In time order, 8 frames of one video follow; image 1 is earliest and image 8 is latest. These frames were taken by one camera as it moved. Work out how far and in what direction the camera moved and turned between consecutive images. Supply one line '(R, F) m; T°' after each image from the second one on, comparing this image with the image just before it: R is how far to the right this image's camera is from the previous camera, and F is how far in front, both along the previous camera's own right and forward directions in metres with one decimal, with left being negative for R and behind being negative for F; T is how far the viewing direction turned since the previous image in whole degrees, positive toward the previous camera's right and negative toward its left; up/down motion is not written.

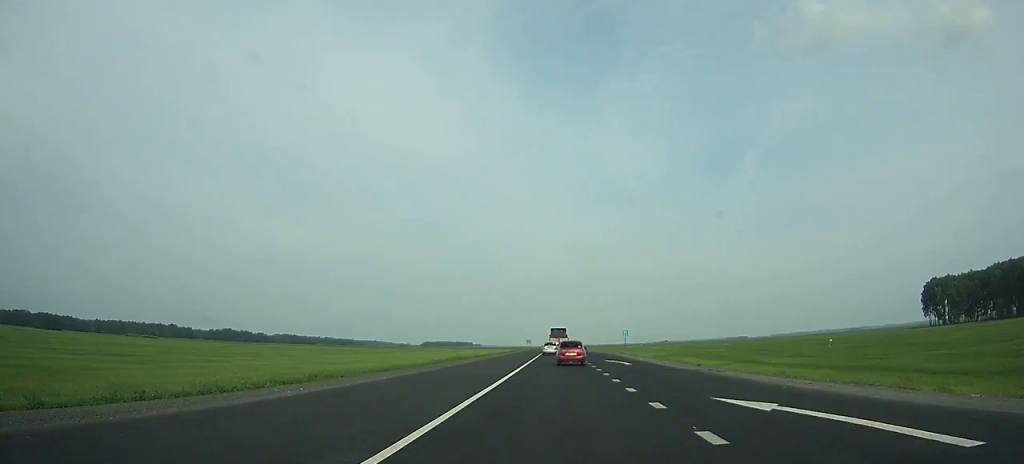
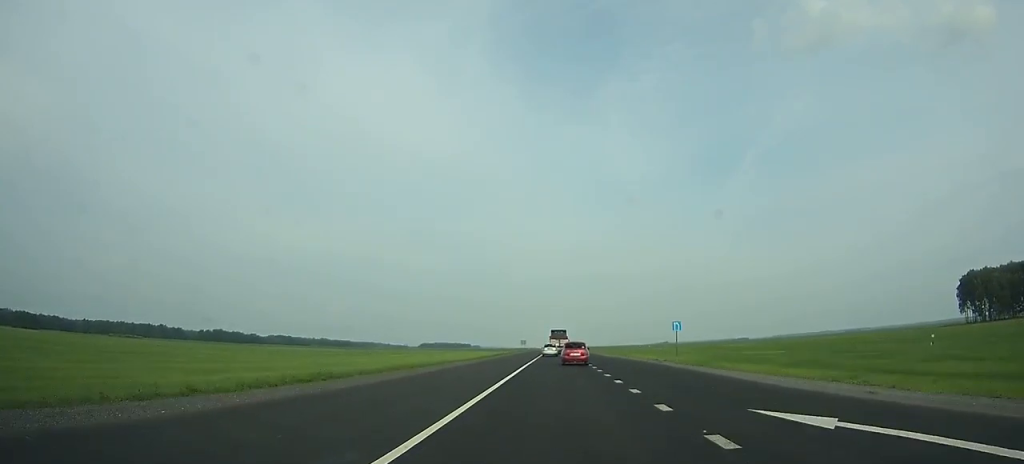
(+0.1, +33.1) m; 0°
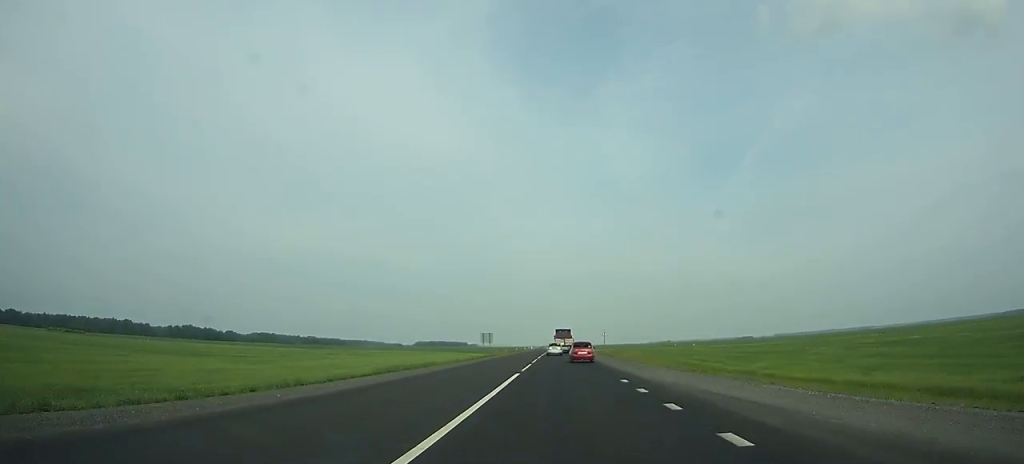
(+0.2, +105.0) m; 0°
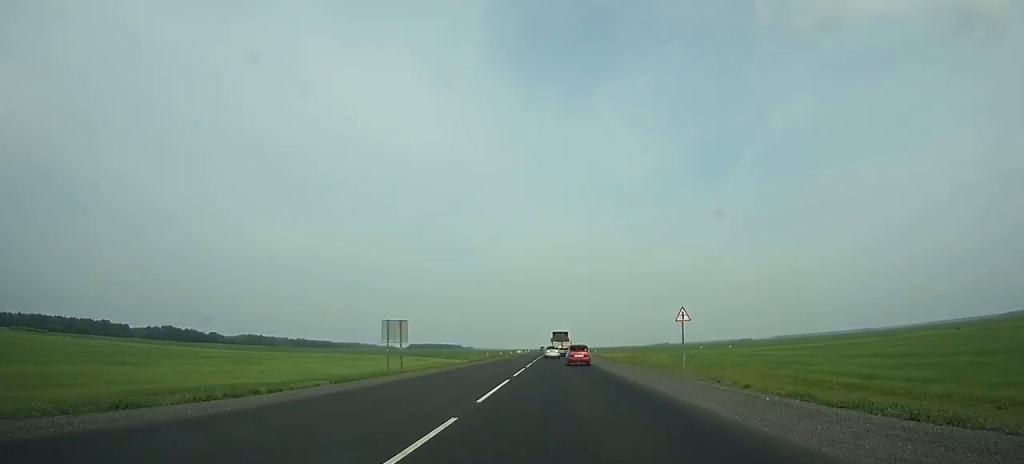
(+0.1, +49.7) m; 0°
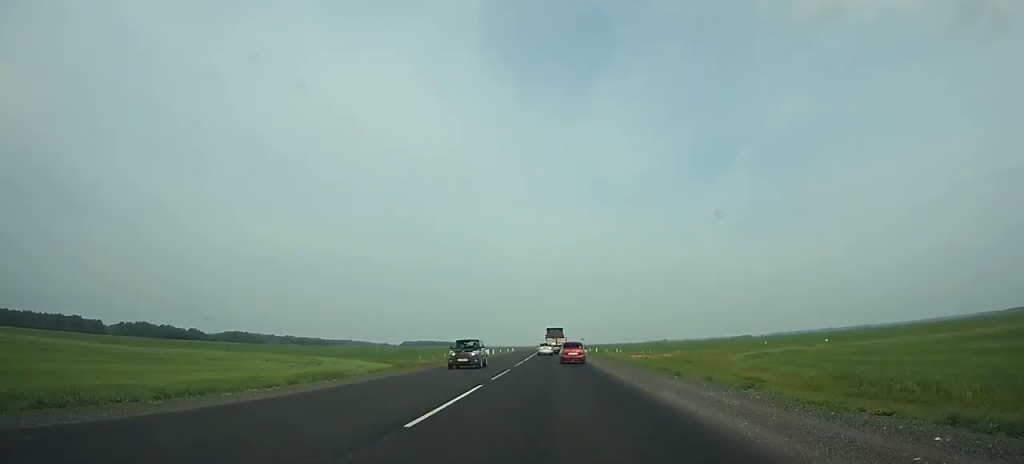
(+0.1, +64.3) m; 0°
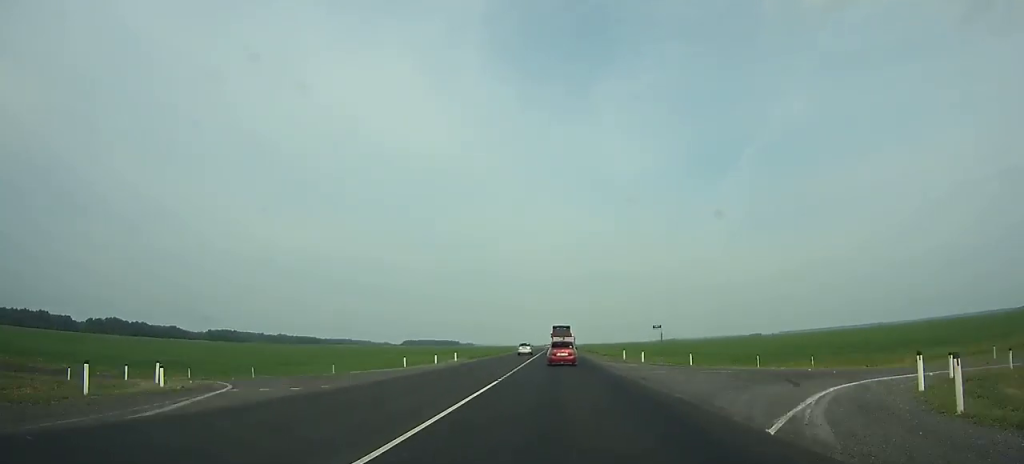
(-0.2, +87.9) m; 0°
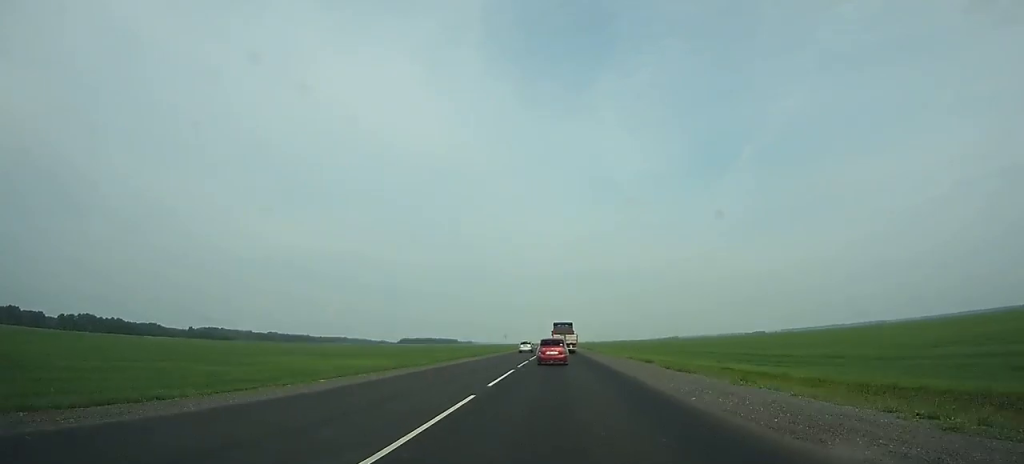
(-0.1, +61.8) m; 0°
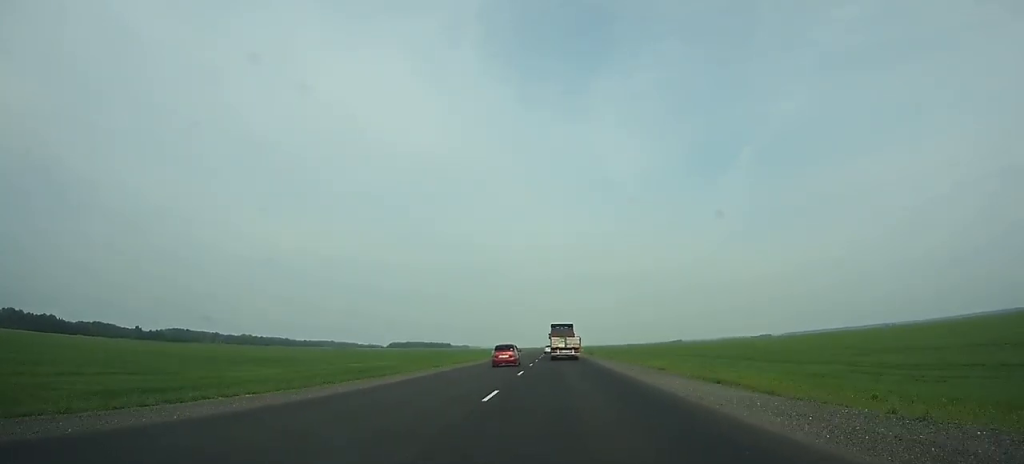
(0.0, +143.4) m; 0°
